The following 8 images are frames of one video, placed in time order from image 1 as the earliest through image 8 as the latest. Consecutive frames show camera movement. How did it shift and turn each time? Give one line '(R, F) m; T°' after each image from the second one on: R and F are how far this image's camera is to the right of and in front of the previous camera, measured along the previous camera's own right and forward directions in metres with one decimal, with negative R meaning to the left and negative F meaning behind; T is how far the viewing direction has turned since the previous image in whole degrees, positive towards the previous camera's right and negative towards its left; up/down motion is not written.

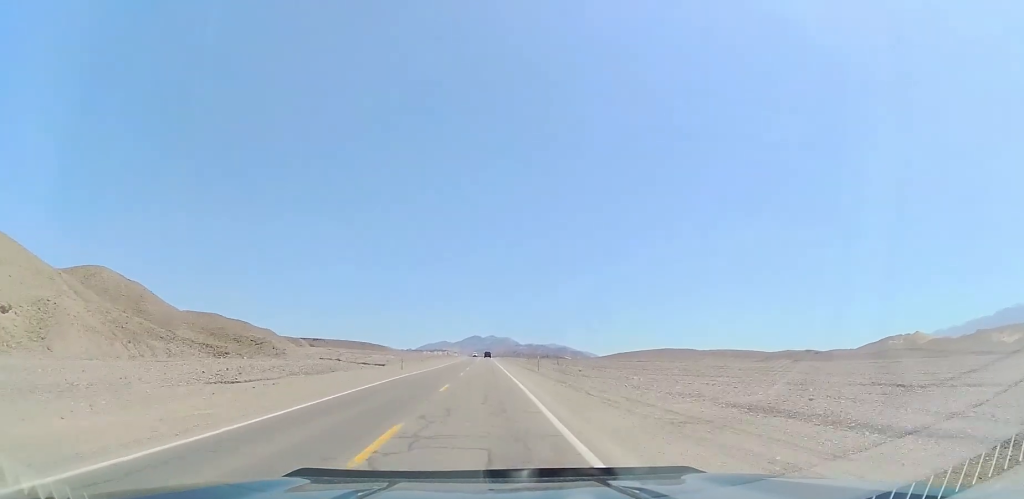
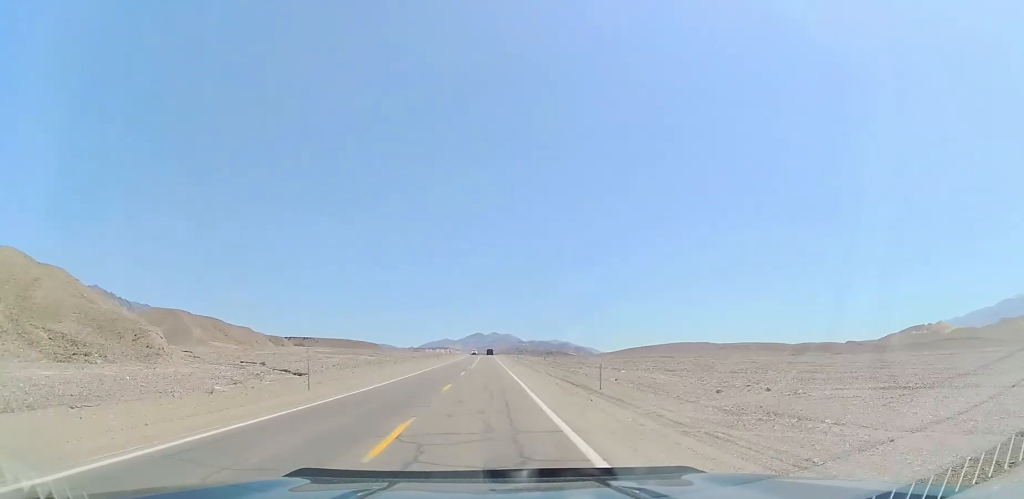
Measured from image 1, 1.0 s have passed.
(0.0, +28.8) m; 0°
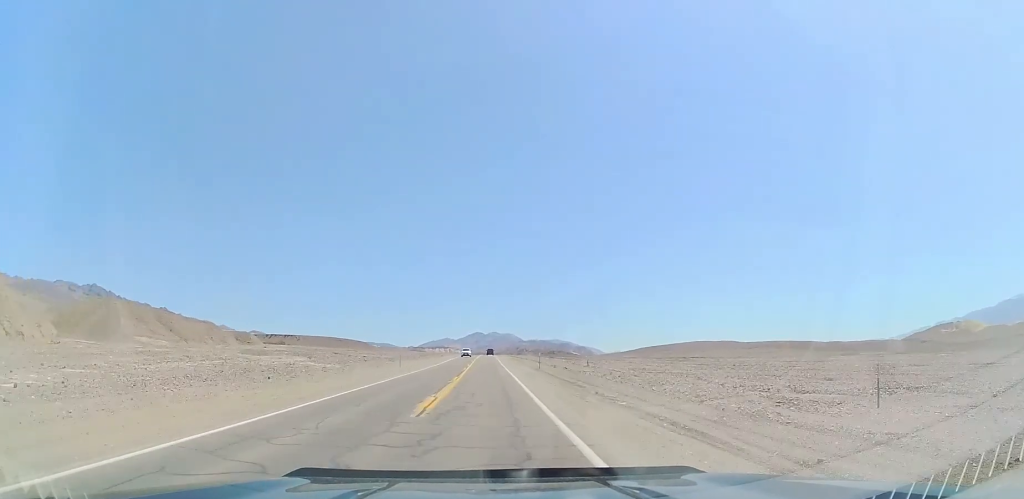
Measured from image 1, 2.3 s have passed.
(-0.1, +37.3) m; 0°
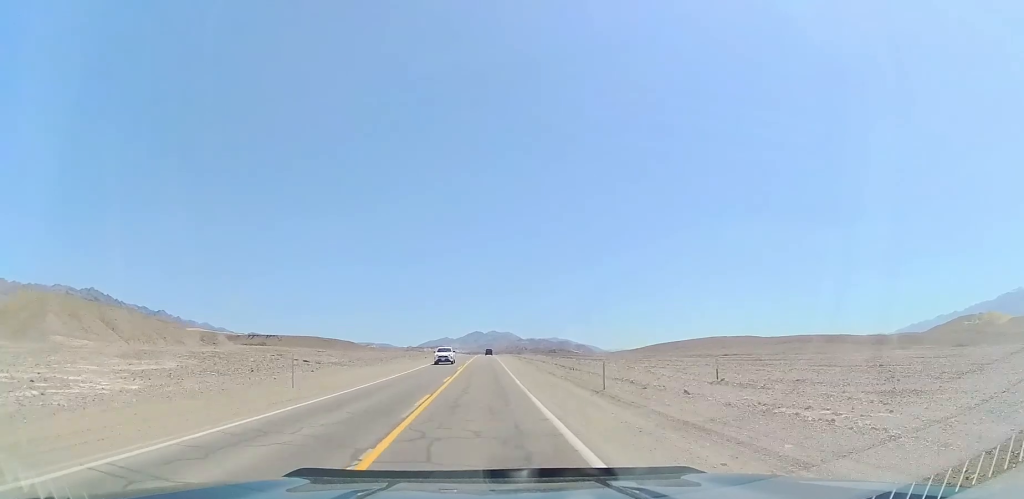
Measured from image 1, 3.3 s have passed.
(+0.2, +28.3) m; +1°
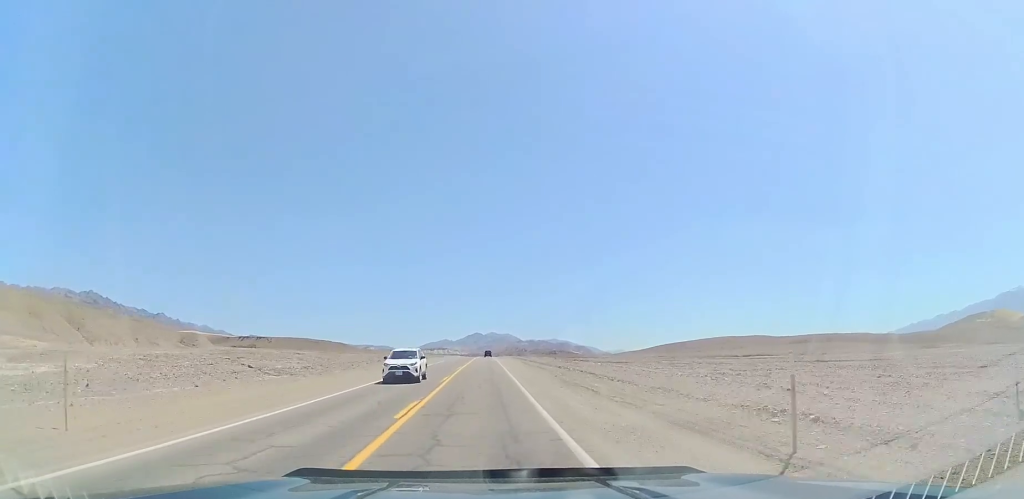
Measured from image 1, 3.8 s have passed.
(+0.1, +14.1) m; 0°
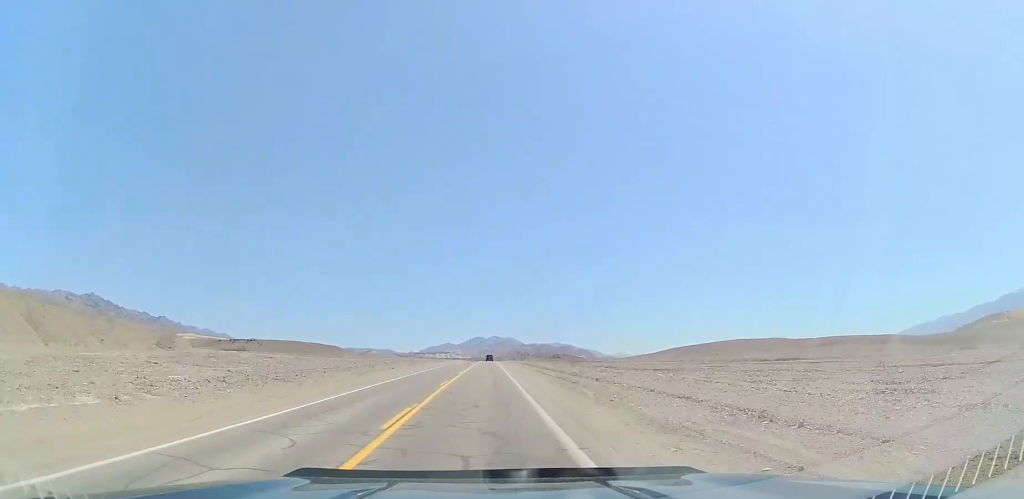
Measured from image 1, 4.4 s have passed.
(0.0, +15.9) m; 0°
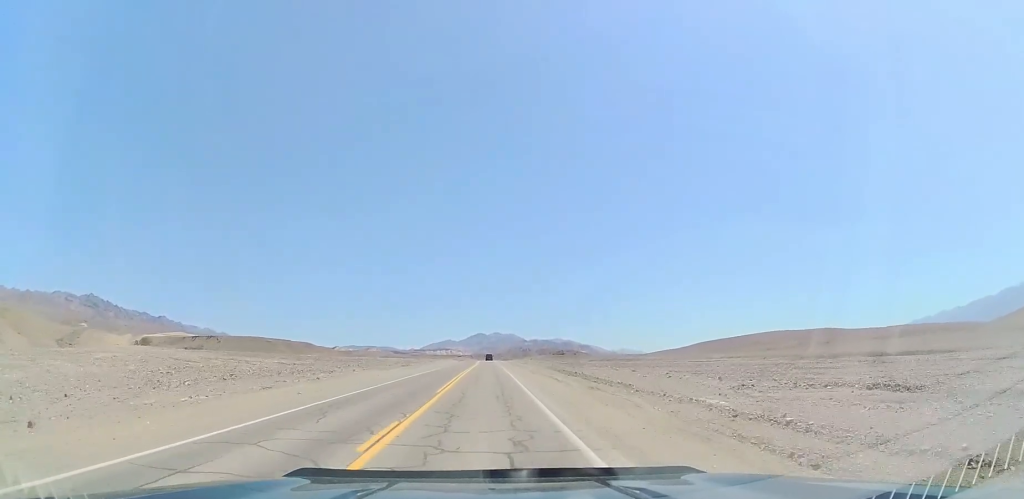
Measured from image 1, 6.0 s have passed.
(-0.4, +46.3) m; -1°
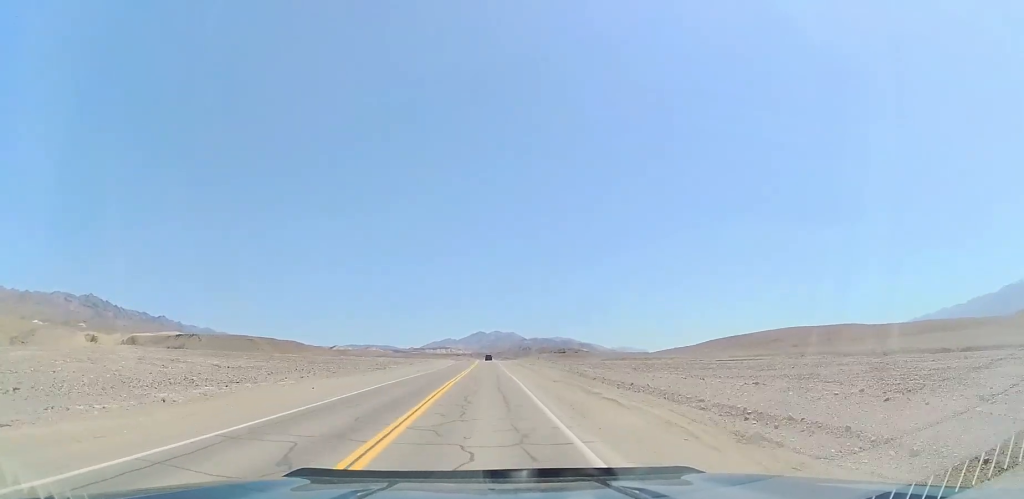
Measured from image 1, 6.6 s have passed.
(0.0, +16.6) m; 0°
